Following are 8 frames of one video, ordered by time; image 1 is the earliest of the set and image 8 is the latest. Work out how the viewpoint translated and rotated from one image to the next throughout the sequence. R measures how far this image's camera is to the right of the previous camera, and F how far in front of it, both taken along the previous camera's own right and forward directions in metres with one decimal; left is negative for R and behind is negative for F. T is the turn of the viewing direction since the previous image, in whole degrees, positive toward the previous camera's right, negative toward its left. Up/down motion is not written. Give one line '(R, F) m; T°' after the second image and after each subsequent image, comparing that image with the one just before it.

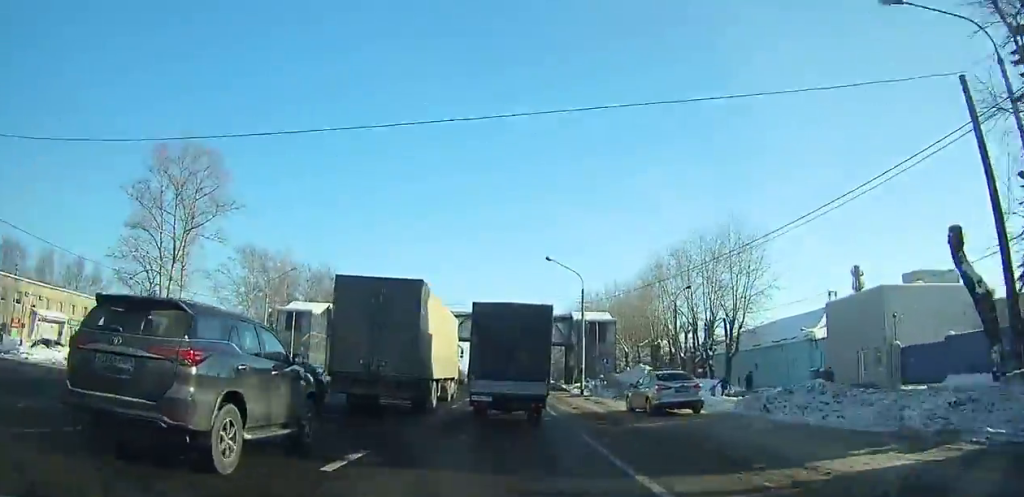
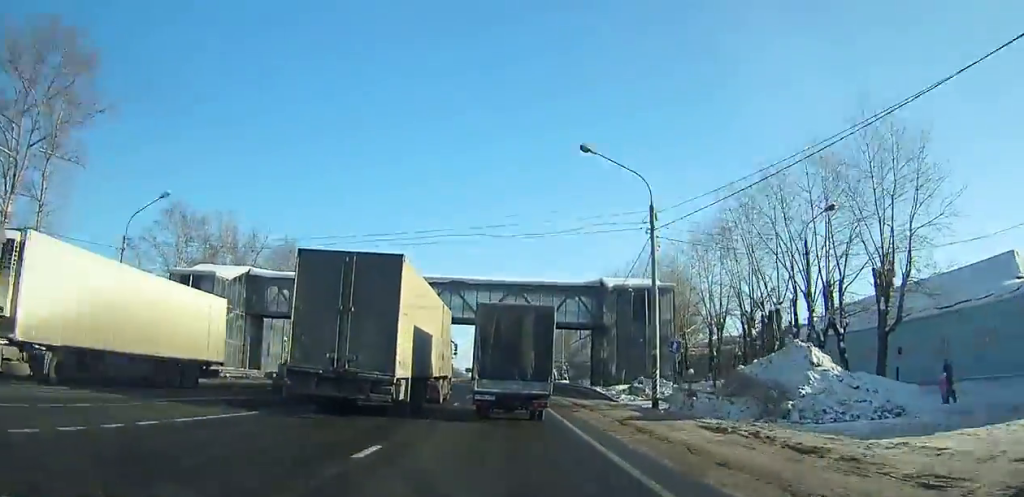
(0.0, +22.1) m; -1°
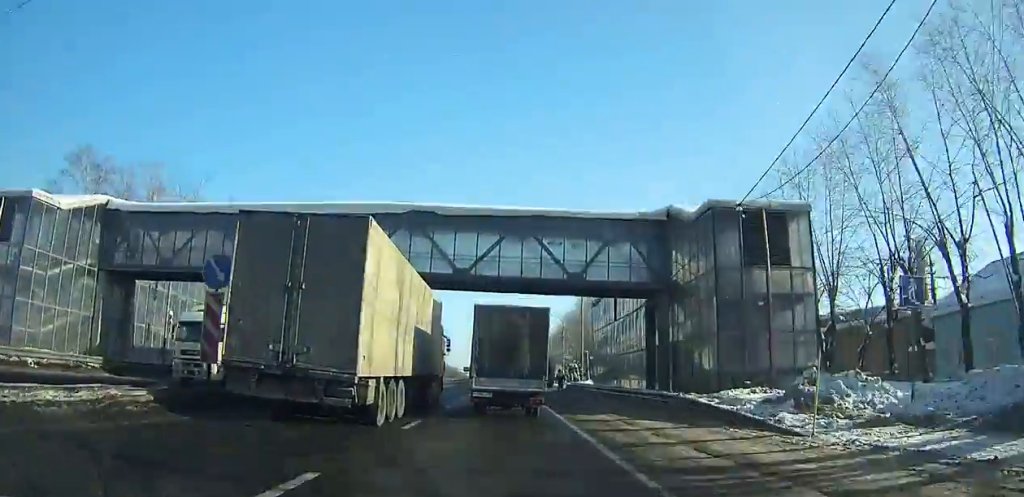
(-0.1, +19.6) m; 0°
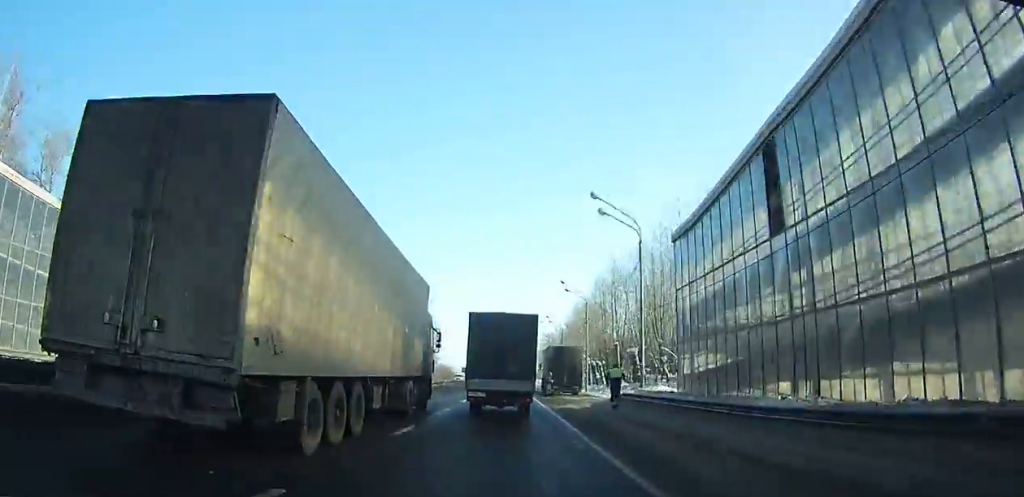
(-0.1, +25.5) m; 0°
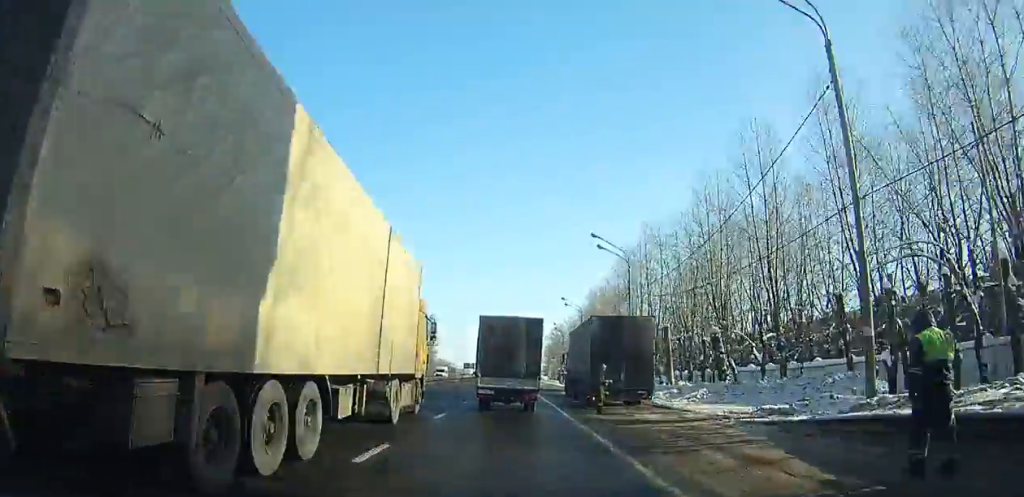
(-0.1, +20.2) m; 0°
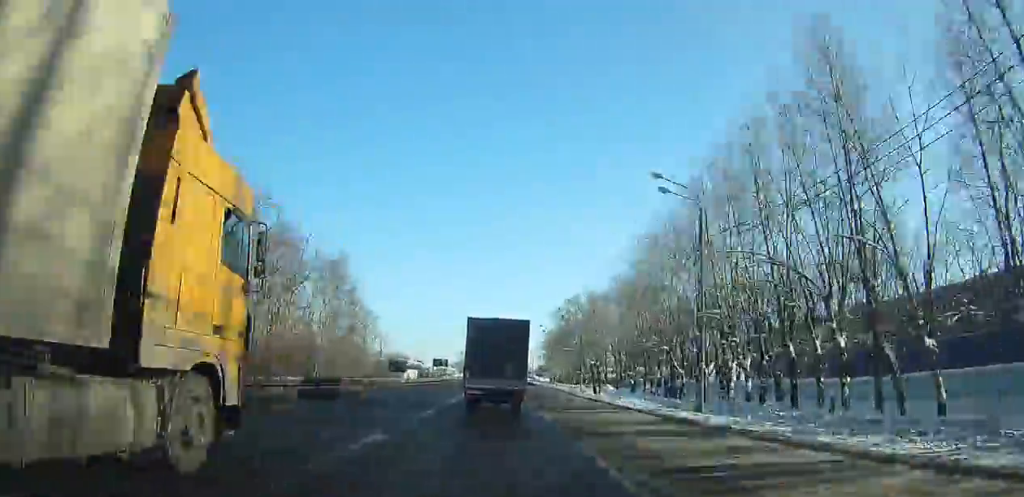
(+0.5, +90.3) m; +1°
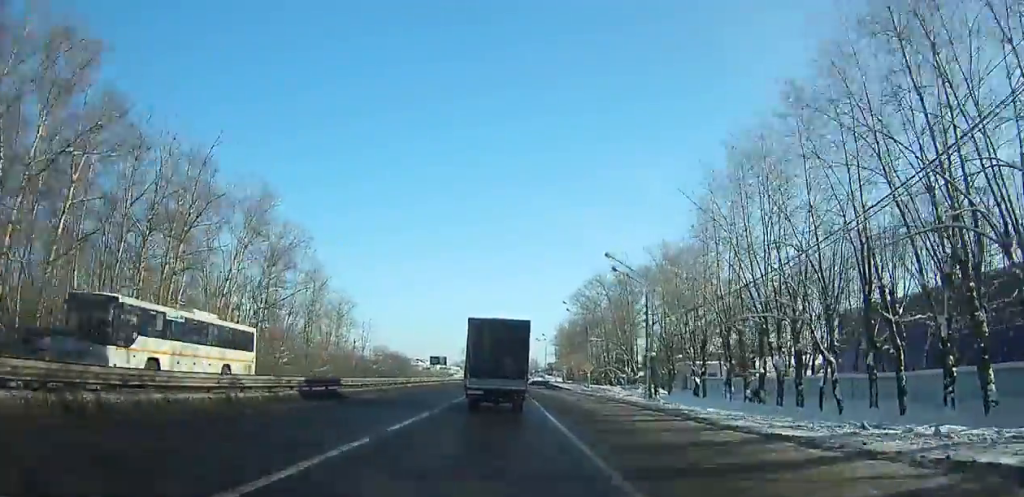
(0.0, +30.7) m; 0°
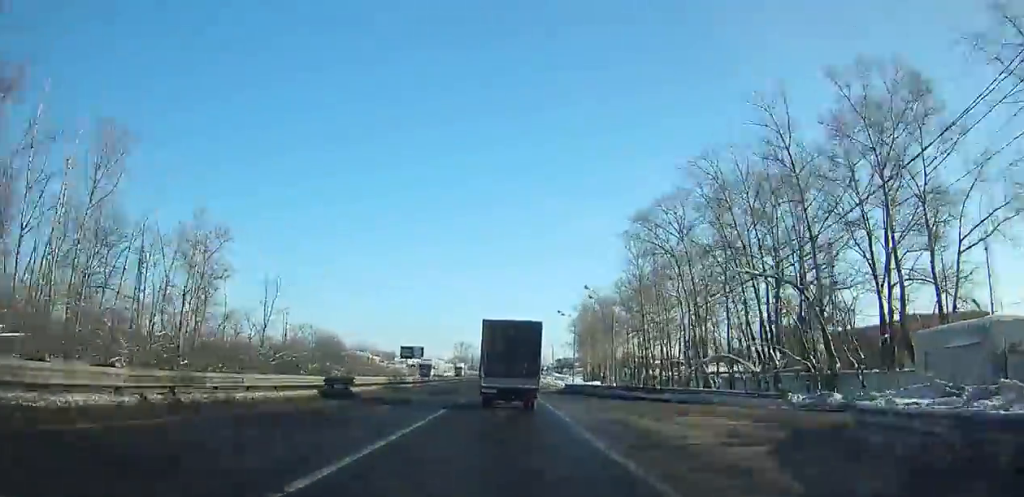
(-0.2, +62.5) m; 0°
